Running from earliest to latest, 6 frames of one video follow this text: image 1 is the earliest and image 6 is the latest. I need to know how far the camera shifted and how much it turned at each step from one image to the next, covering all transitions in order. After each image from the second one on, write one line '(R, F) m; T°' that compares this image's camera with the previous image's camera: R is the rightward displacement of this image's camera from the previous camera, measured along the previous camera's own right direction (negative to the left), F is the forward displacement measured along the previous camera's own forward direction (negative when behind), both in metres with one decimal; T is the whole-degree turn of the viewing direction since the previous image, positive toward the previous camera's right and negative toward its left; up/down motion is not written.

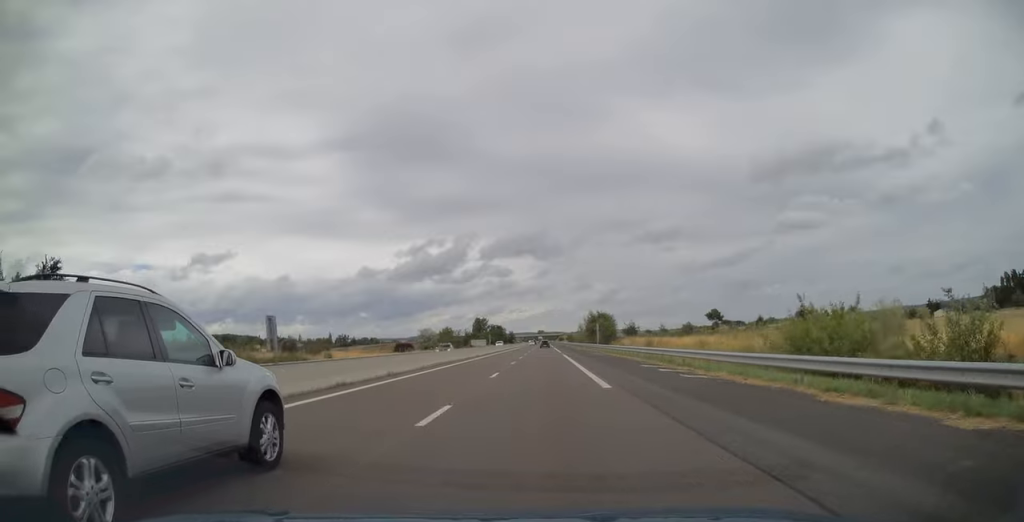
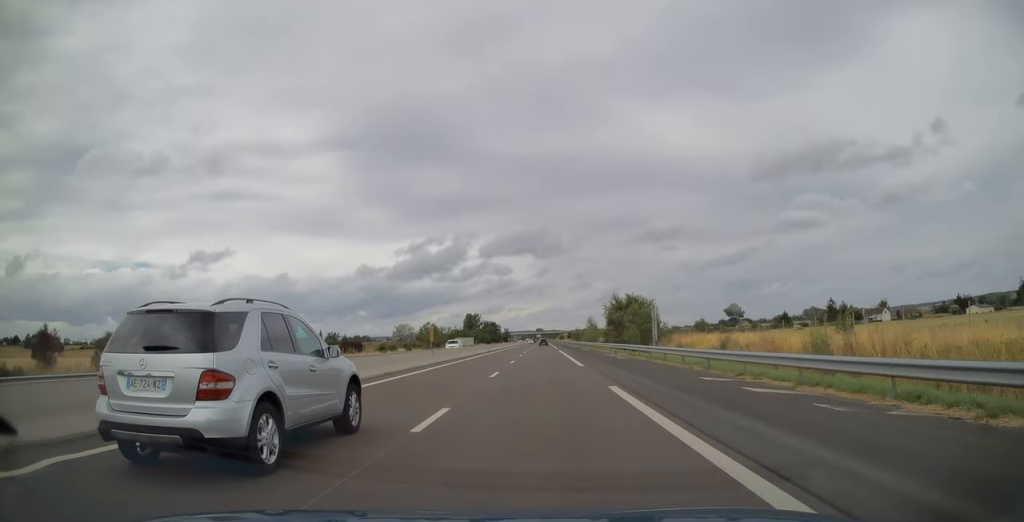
(-0.1, +39.8) m; 0°
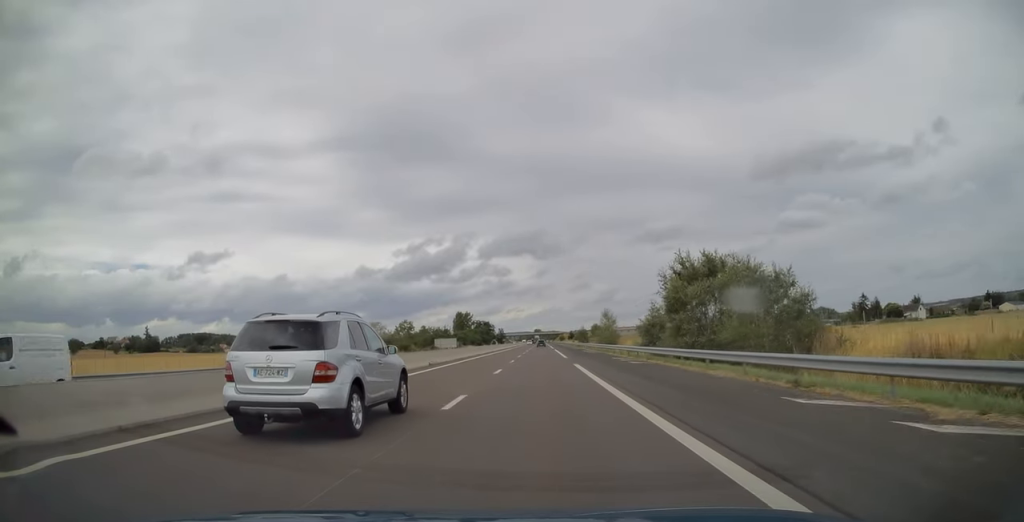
(+0.1, +36.2) m; 0°
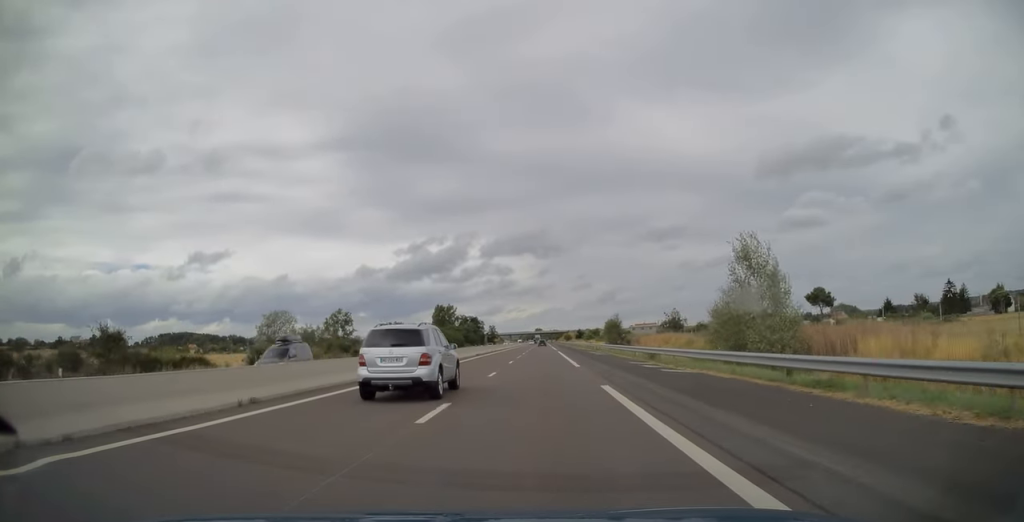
(+0.2, +67.2) m; 0°
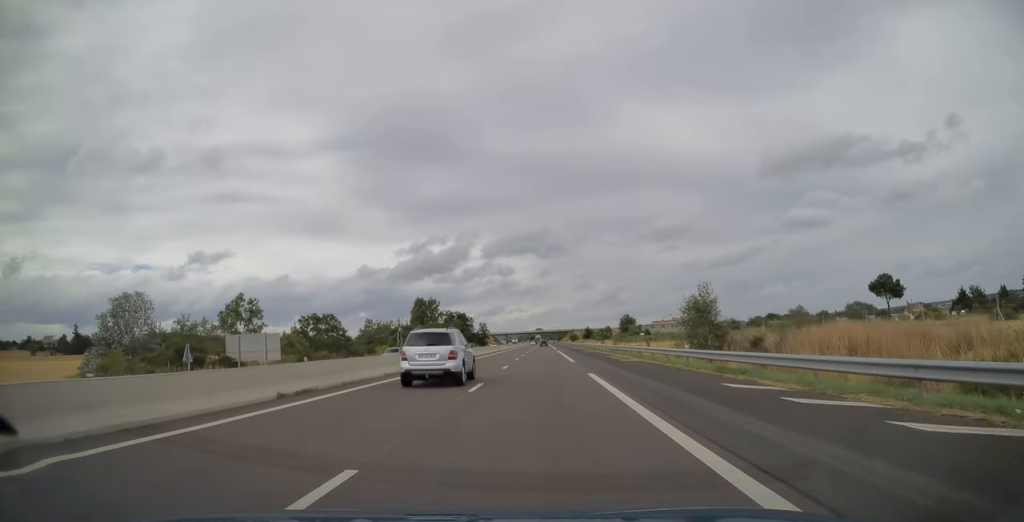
(0.0, +45.6) m; 0°
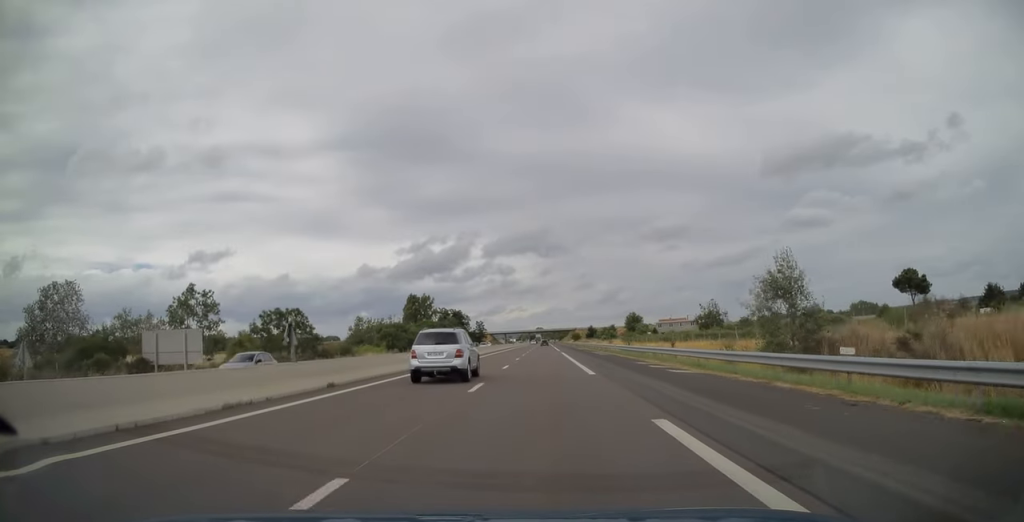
(+0.1, +13.4) m; 0°
